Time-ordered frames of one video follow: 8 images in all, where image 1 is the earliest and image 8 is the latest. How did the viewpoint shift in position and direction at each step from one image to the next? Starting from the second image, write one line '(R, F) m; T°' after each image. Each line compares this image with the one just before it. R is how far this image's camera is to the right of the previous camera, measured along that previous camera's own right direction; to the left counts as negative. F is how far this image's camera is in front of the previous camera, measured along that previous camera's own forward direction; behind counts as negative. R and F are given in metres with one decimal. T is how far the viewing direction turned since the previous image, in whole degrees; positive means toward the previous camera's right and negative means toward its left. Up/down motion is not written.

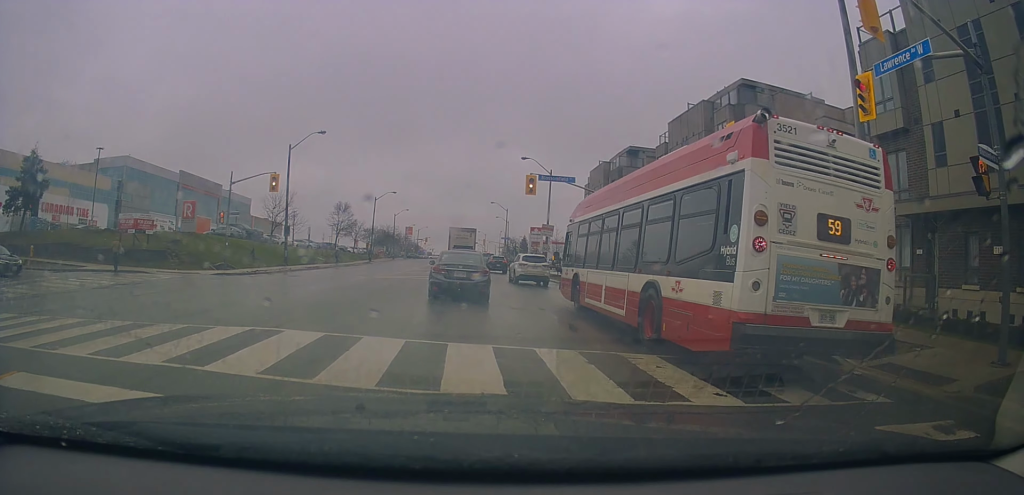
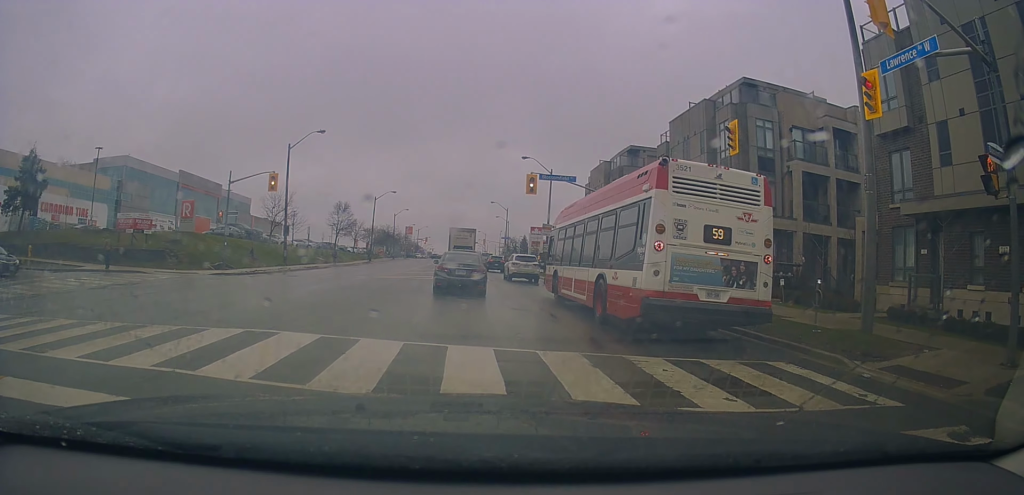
(+0.2, +0.3) m; 0°
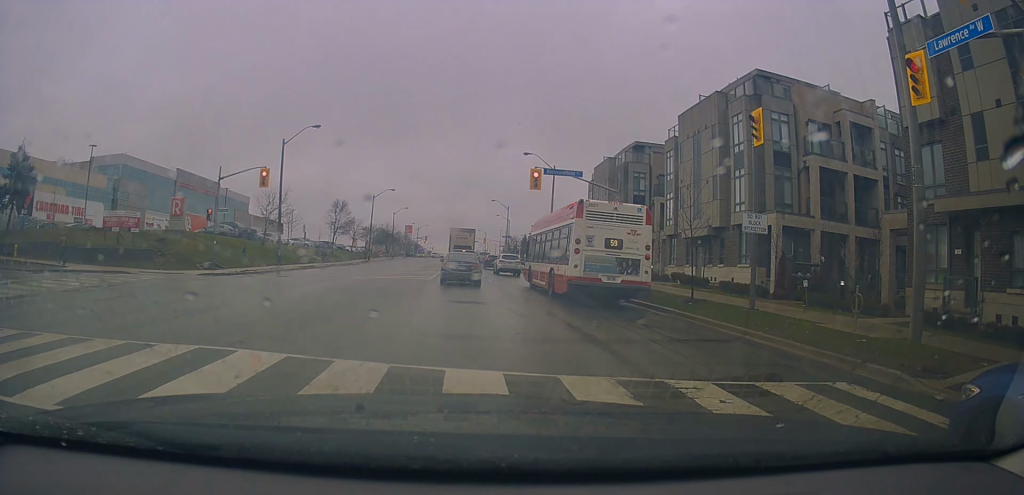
(+0.1, +1.5) m; 0°
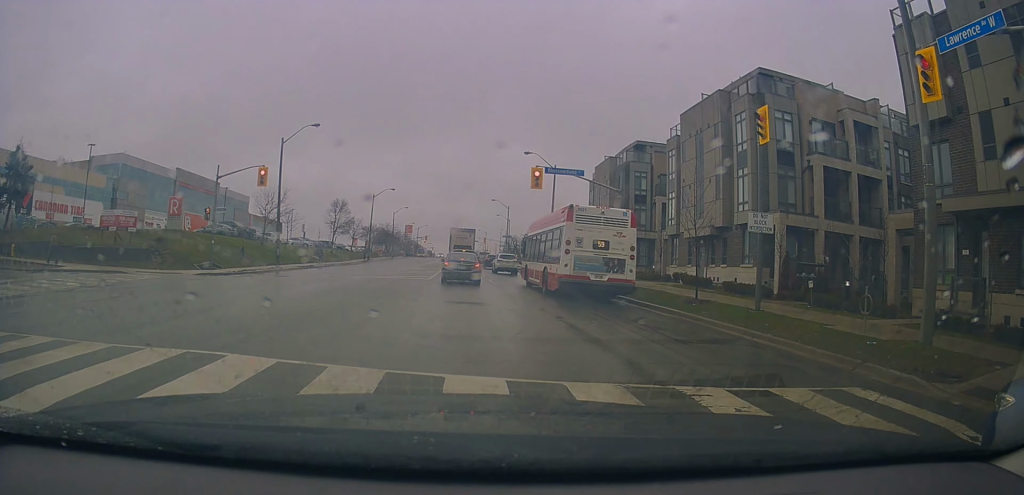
(0.0, +0.4) m; 0°
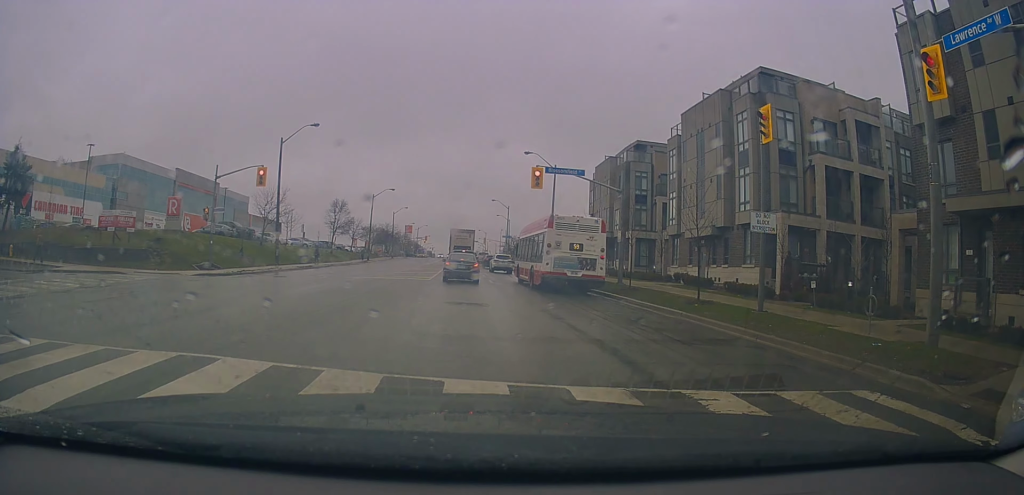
(+0.1, +0.4) m; 0°
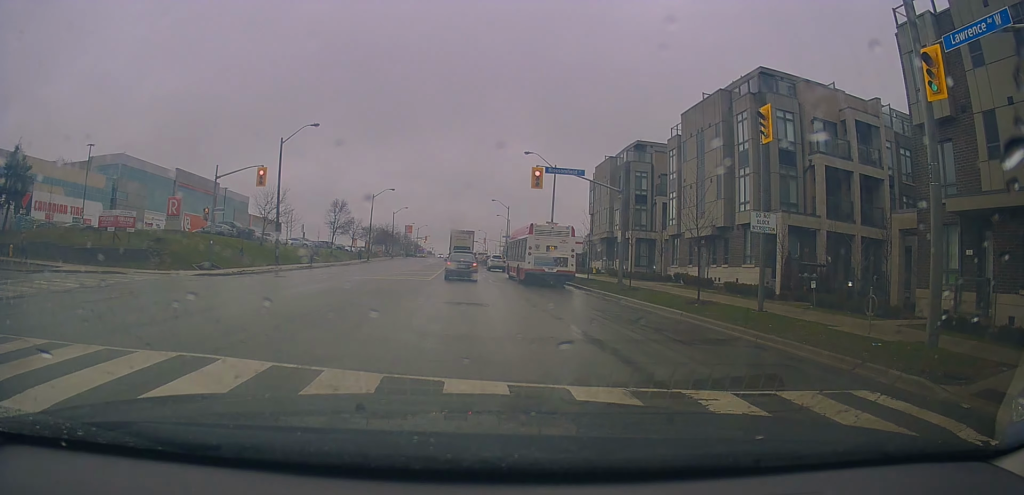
(+0.2, +0.2) m; 0°
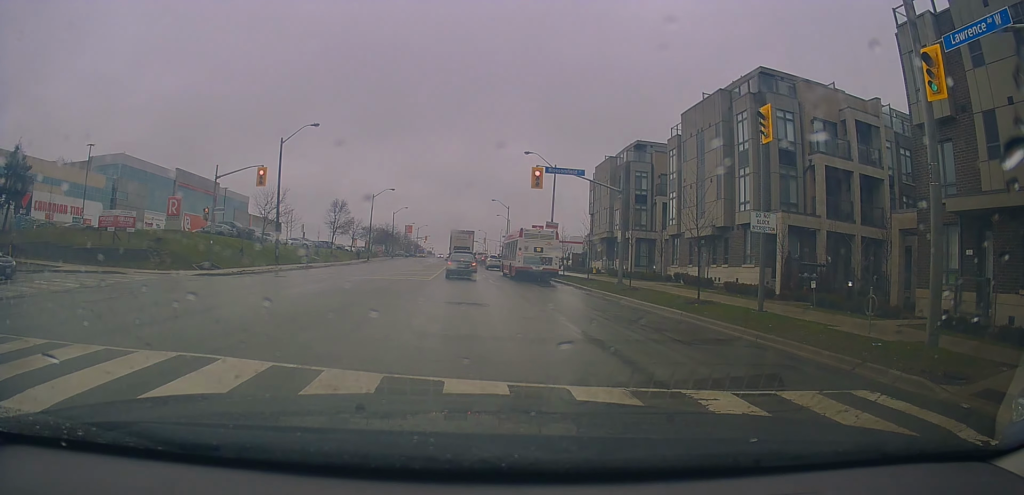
(0.0, 0.0) m; 0°
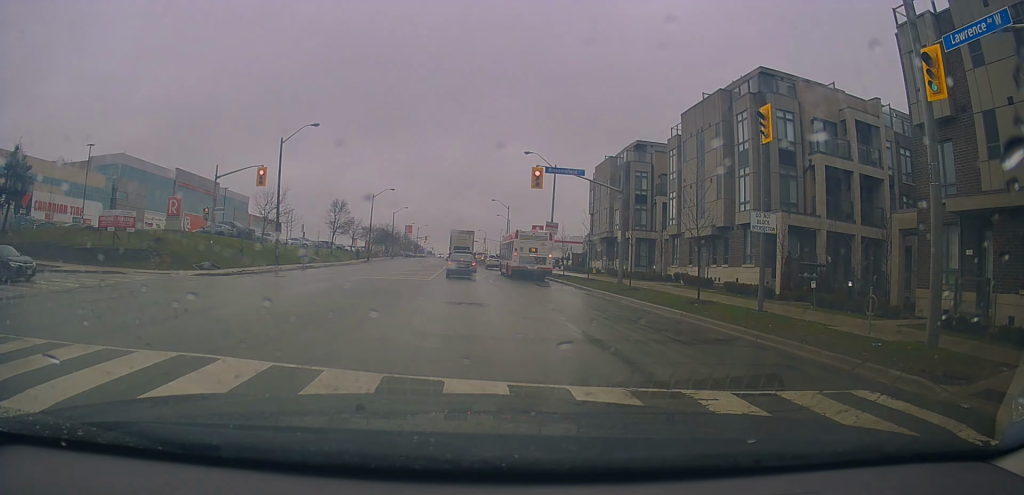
(0.0, 0.0) m; 0°
